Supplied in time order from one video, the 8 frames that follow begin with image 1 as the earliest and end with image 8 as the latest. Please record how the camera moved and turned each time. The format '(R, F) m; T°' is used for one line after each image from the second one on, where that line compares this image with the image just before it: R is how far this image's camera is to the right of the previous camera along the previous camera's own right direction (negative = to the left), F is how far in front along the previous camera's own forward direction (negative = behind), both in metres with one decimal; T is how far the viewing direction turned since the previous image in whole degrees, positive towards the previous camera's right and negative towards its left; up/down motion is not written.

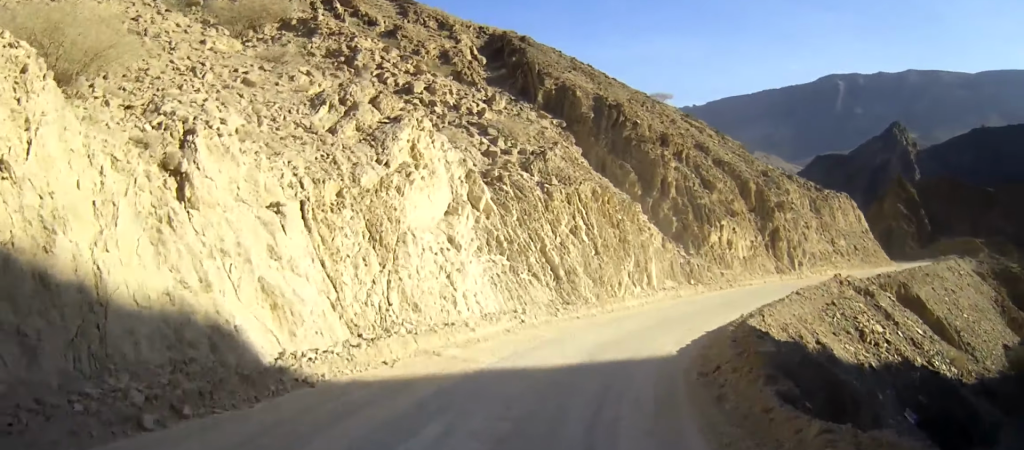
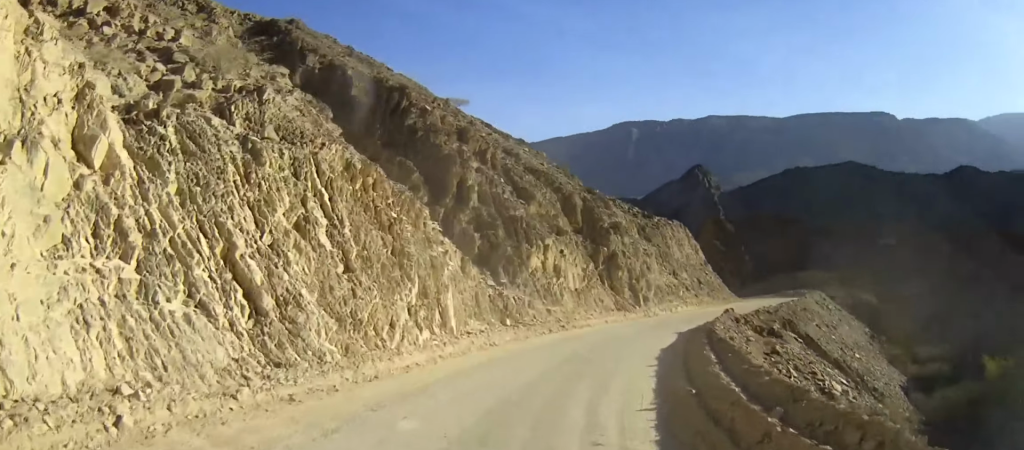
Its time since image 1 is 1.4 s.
(+1.6, +14.5) m; +17°
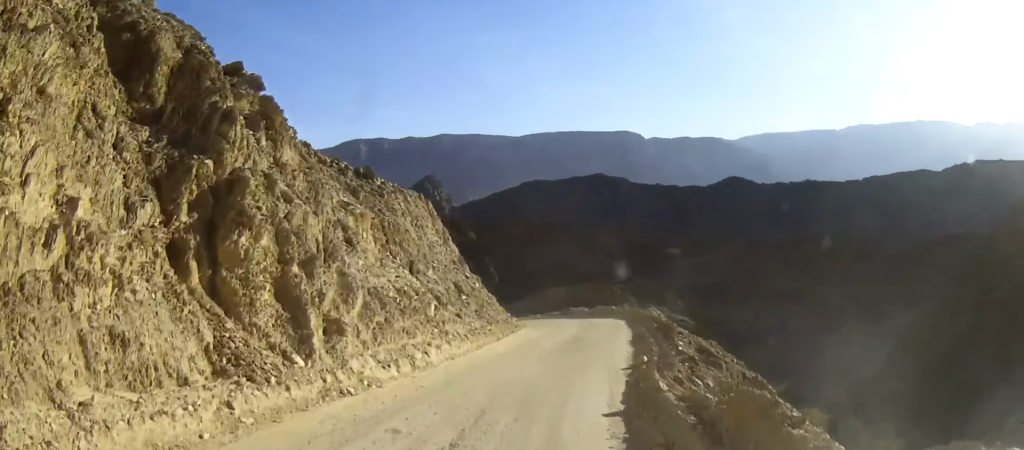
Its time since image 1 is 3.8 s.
(+6.6, +27.0) m; +23°
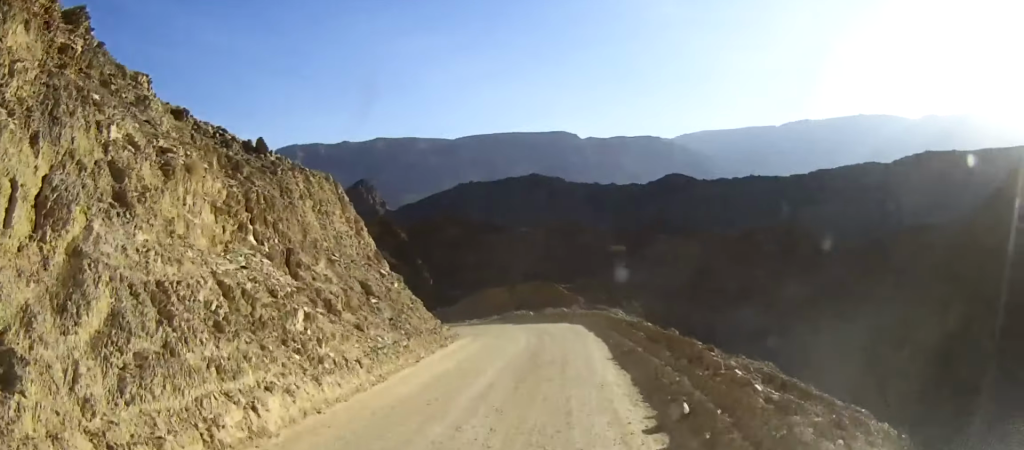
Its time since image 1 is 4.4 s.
(+0.3, +8.2) m; +4°
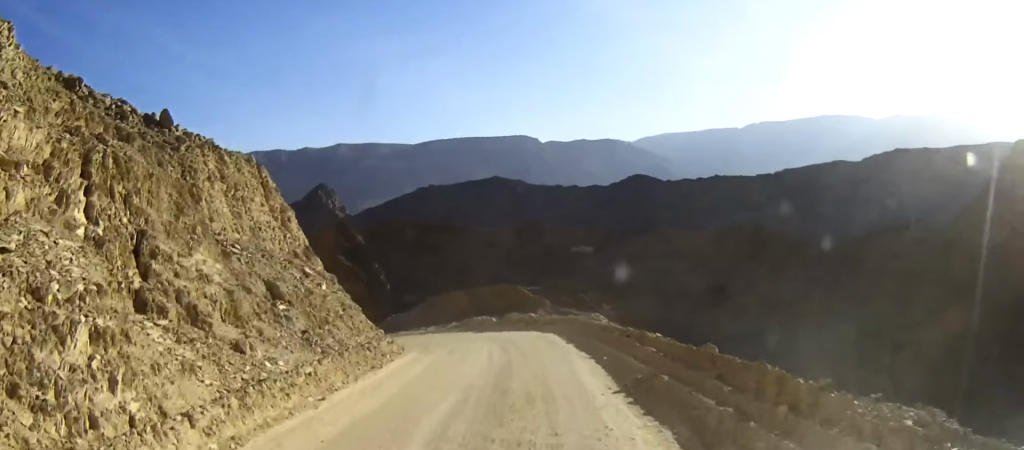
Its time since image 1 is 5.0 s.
(+0.3, +6.5) m; +3°
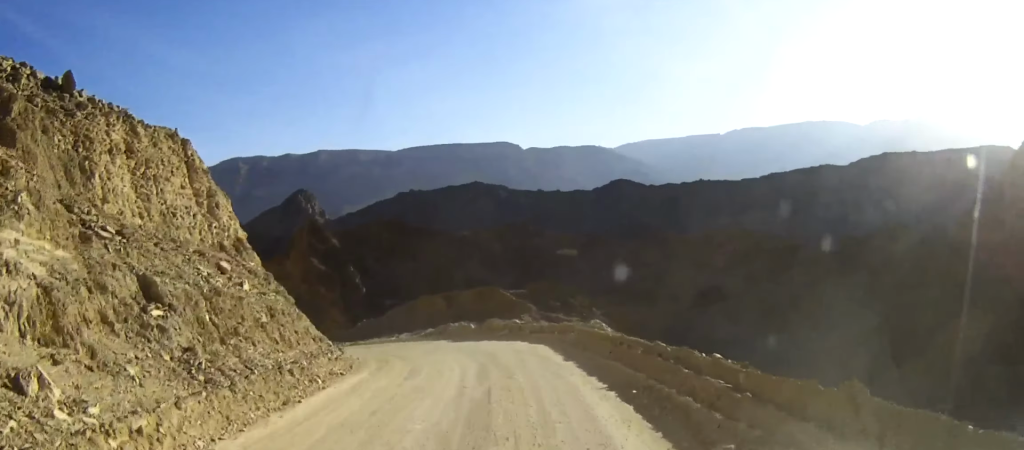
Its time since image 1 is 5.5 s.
(+0.1, +6.0) m; +3°
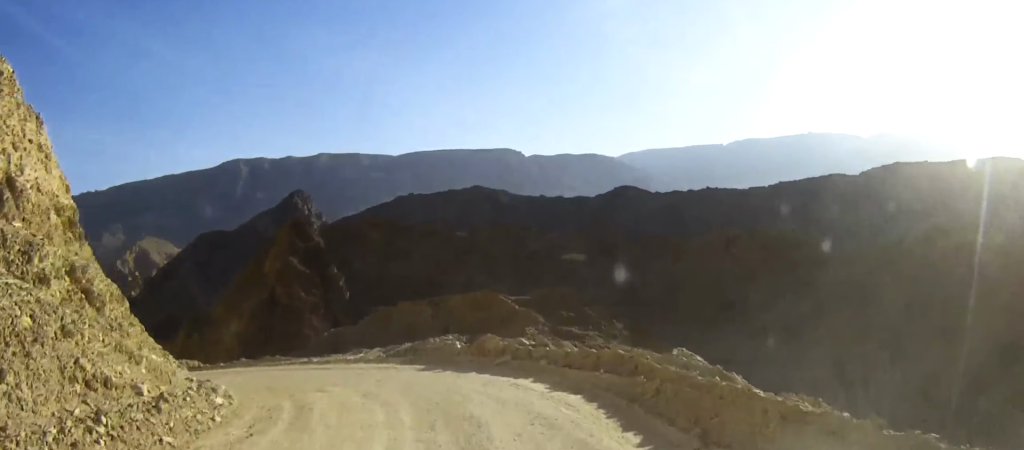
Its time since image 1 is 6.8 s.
(+0.5, +12.4) m; 0°
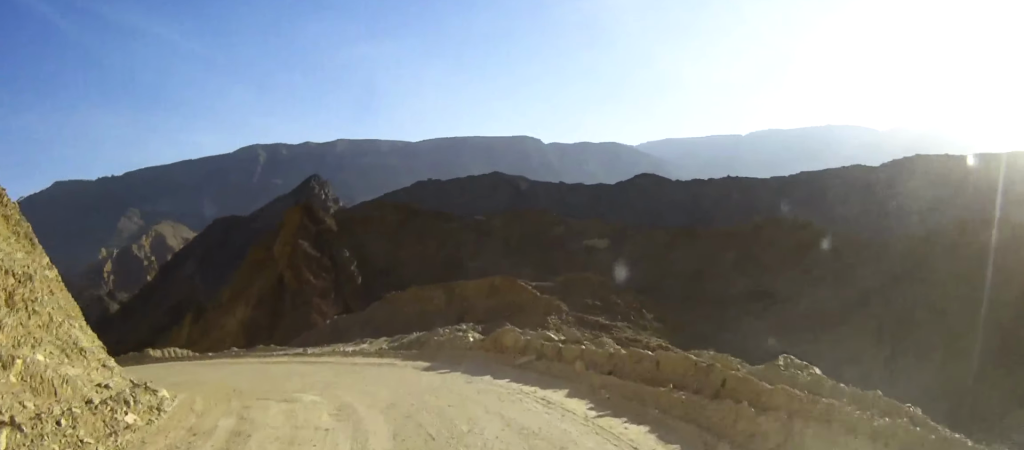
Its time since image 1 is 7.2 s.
(0.0, +4.2) m; -2°
